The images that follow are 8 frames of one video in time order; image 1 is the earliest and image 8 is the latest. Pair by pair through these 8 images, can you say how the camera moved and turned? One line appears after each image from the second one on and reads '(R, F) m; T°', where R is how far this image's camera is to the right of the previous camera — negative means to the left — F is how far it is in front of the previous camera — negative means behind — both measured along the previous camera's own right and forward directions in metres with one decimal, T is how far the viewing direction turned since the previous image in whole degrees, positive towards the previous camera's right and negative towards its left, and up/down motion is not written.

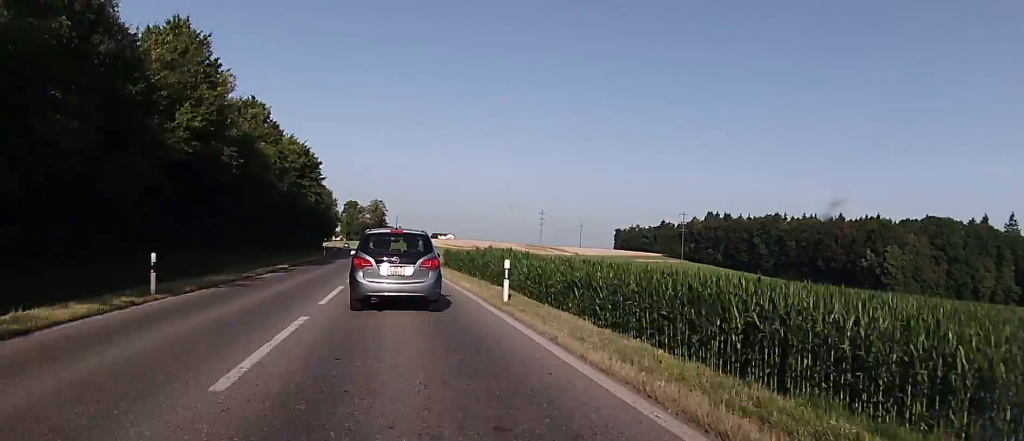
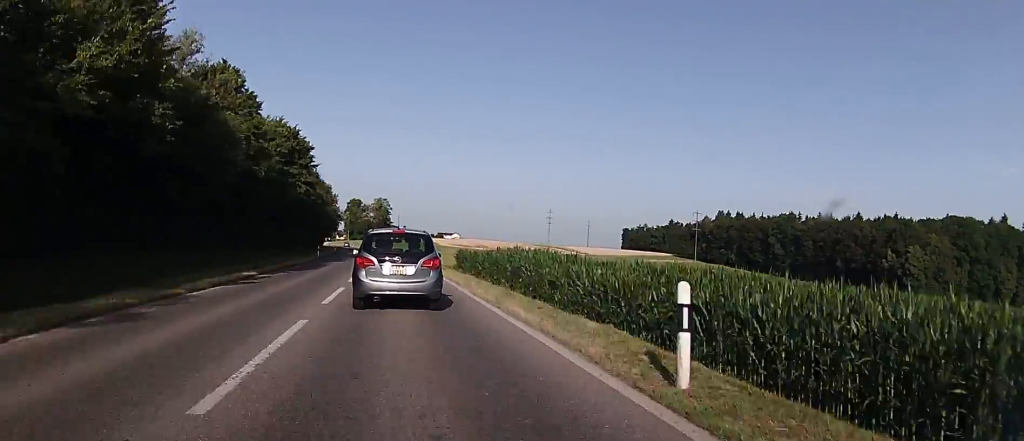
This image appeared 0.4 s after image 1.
(-0.1, +9.3) m; -1°
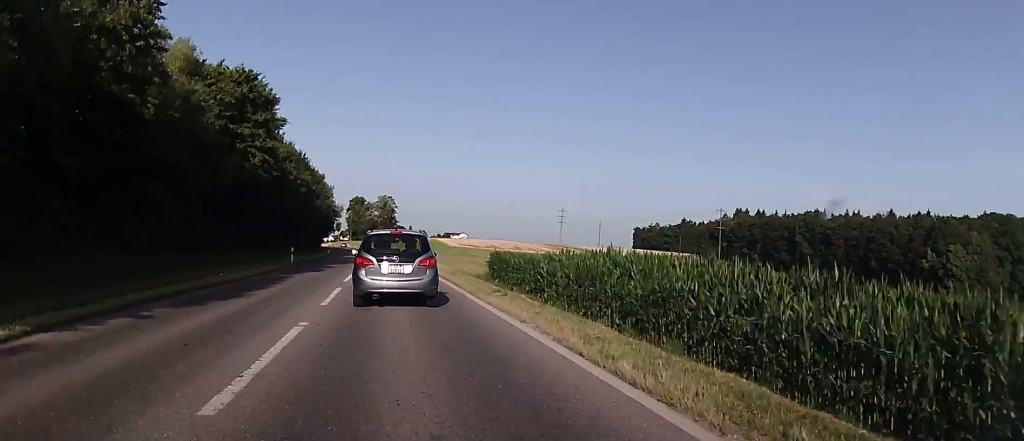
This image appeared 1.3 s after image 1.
(0.0, +17.9) m; -1°
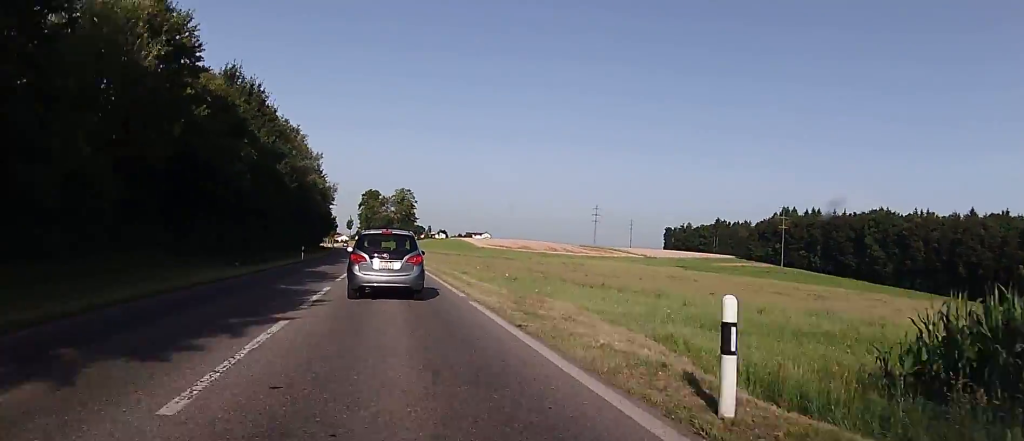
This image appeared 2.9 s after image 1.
(-0.5, +36.0) m; -1°
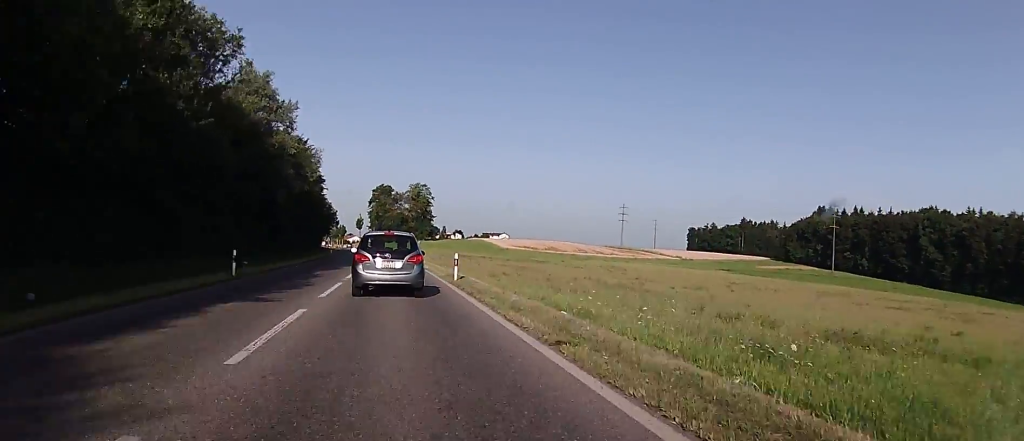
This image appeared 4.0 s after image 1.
(-0.2, +23.9) m; -1°
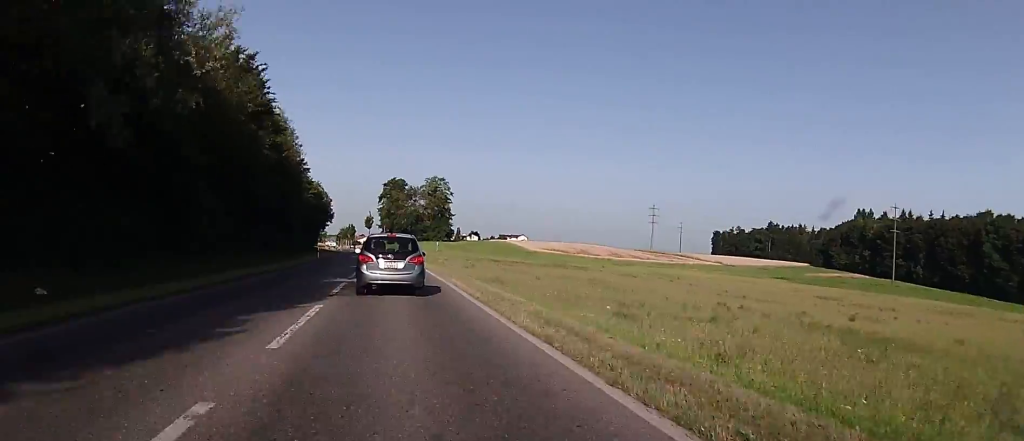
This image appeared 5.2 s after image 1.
(-0.2, +25.7) m; -1°
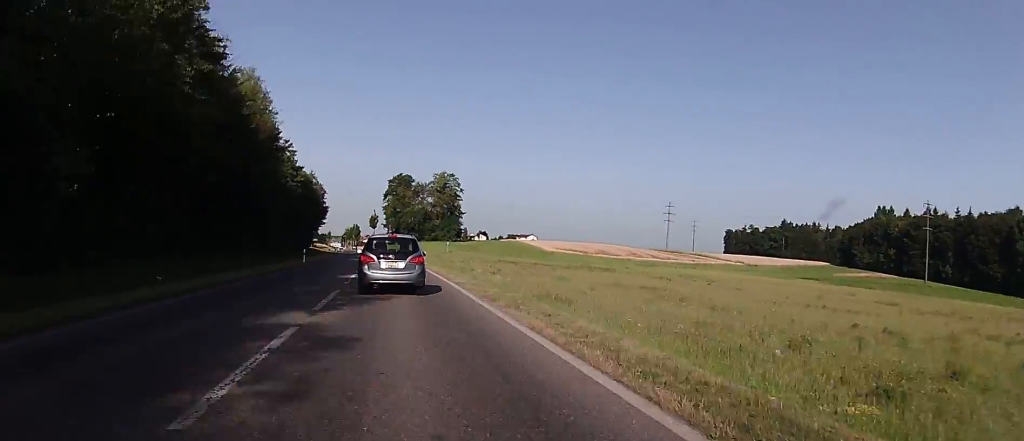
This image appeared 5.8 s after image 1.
(0.0, +12.6) m; 0°
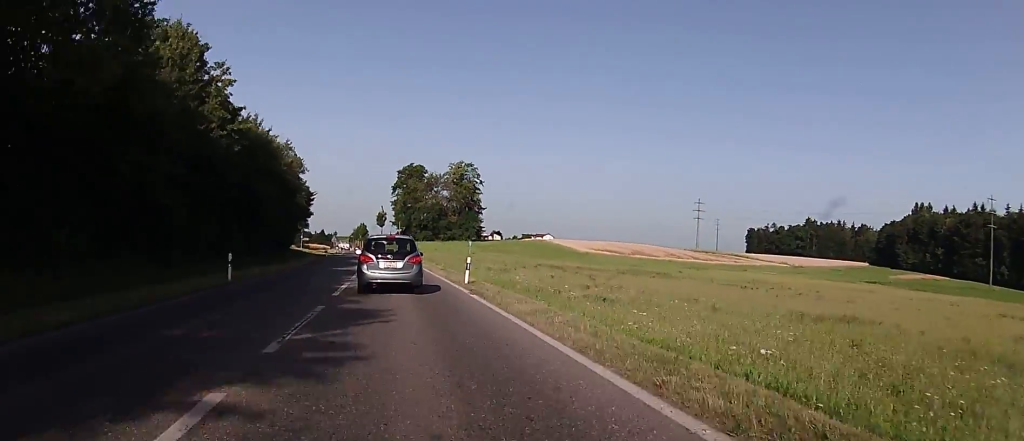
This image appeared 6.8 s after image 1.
(-0.4, +23.0) m; -2°
